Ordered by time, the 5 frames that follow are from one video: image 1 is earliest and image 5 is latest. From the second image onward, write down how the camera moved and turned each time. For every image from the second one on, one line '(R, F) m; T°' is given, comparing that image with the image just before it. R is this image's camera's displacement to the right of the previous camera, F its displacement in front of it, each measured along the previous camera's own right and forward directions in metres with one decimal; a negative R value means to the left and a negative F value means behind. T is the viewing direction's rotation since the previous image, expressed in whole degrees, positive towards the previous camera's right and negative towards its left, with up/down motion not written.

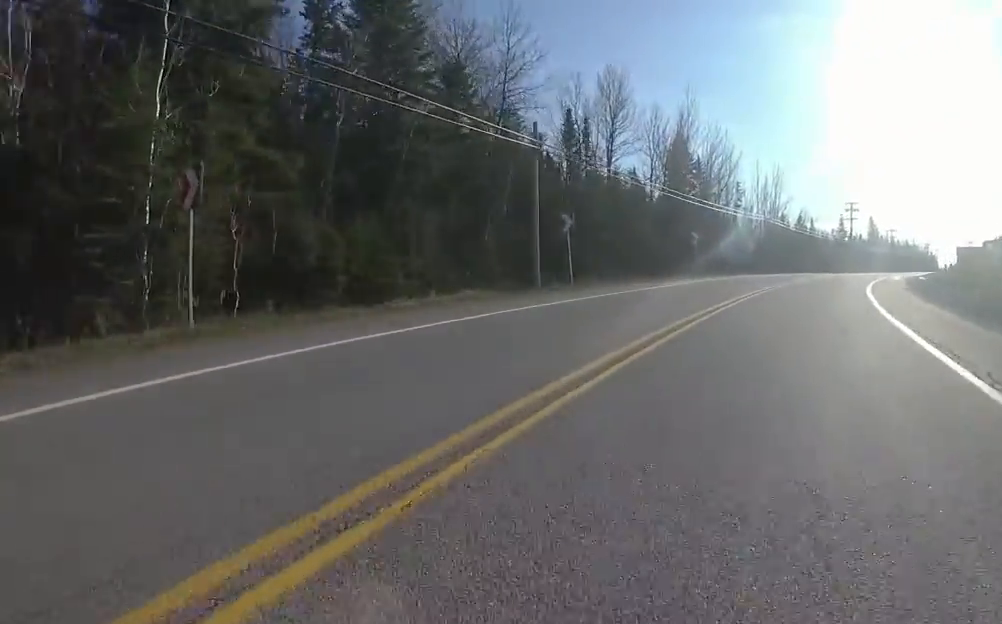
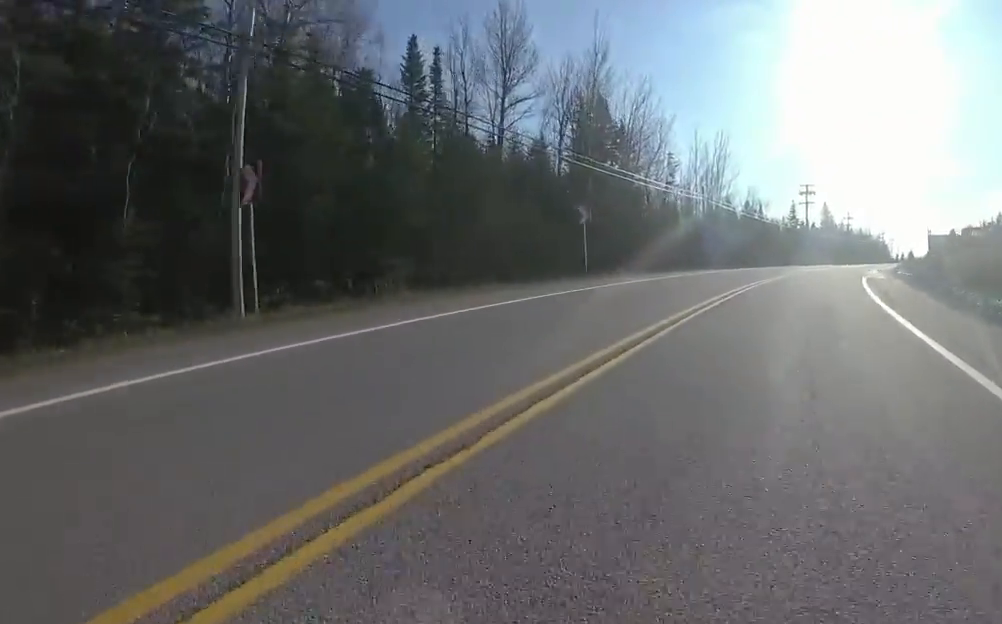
(+0.6, +12.6) m; +2°
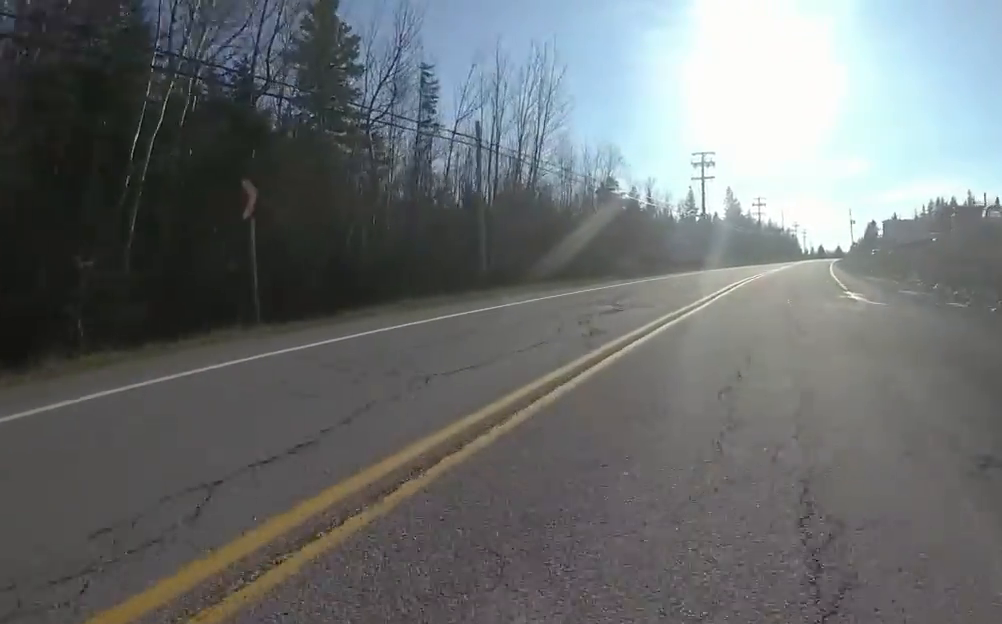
(+1.6, +26.3) m; +8°
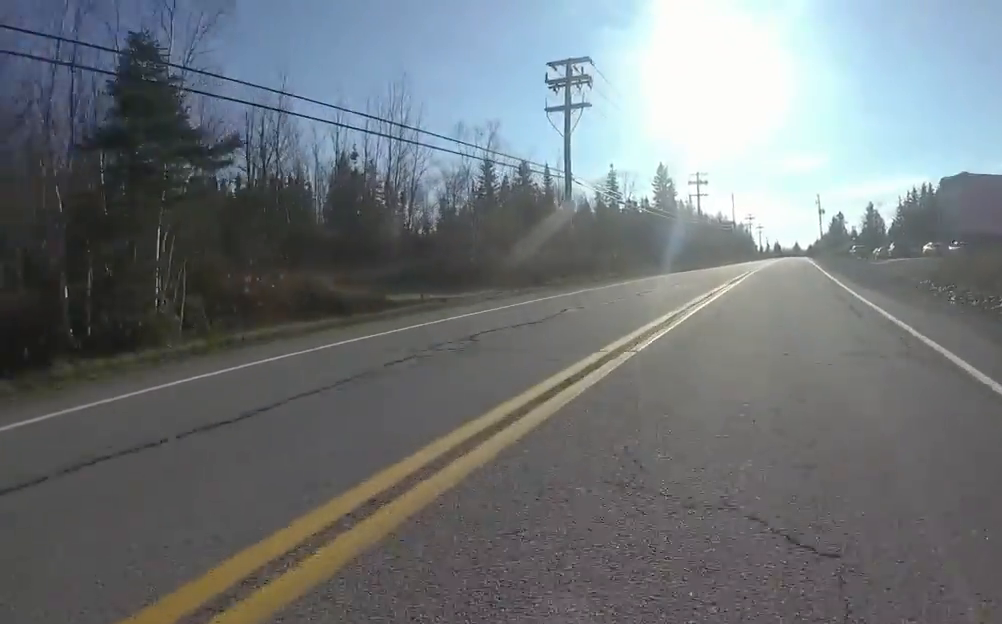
(+0.1, +30.5) m; +2°
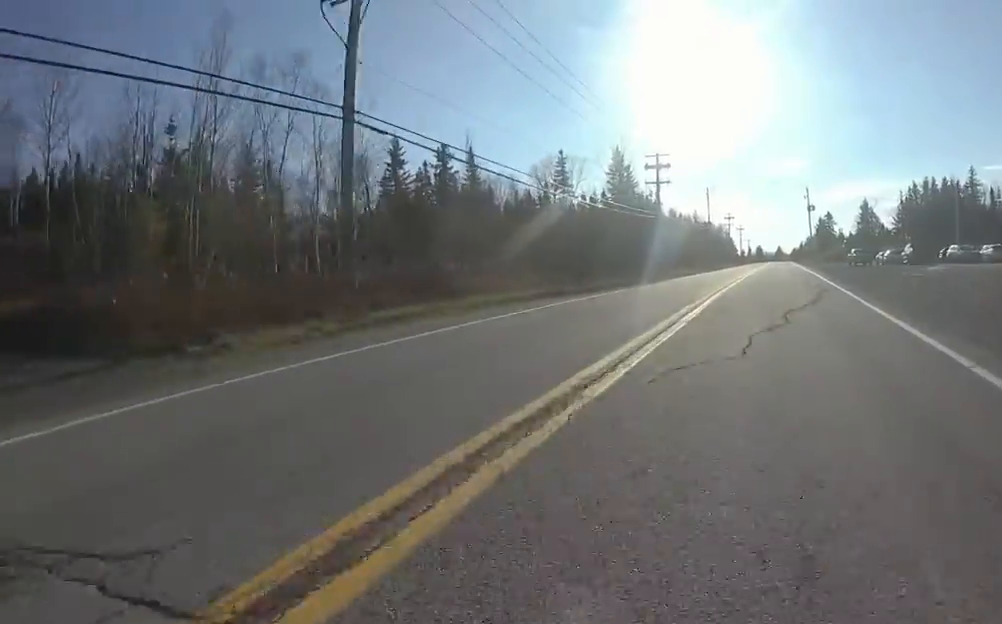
(+0.8, +16.3) m; +2°
